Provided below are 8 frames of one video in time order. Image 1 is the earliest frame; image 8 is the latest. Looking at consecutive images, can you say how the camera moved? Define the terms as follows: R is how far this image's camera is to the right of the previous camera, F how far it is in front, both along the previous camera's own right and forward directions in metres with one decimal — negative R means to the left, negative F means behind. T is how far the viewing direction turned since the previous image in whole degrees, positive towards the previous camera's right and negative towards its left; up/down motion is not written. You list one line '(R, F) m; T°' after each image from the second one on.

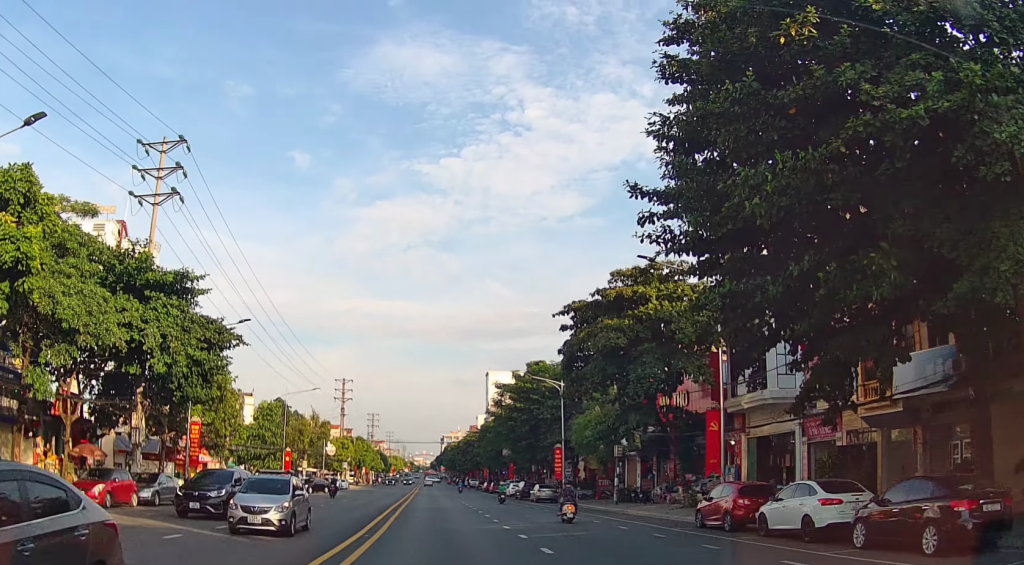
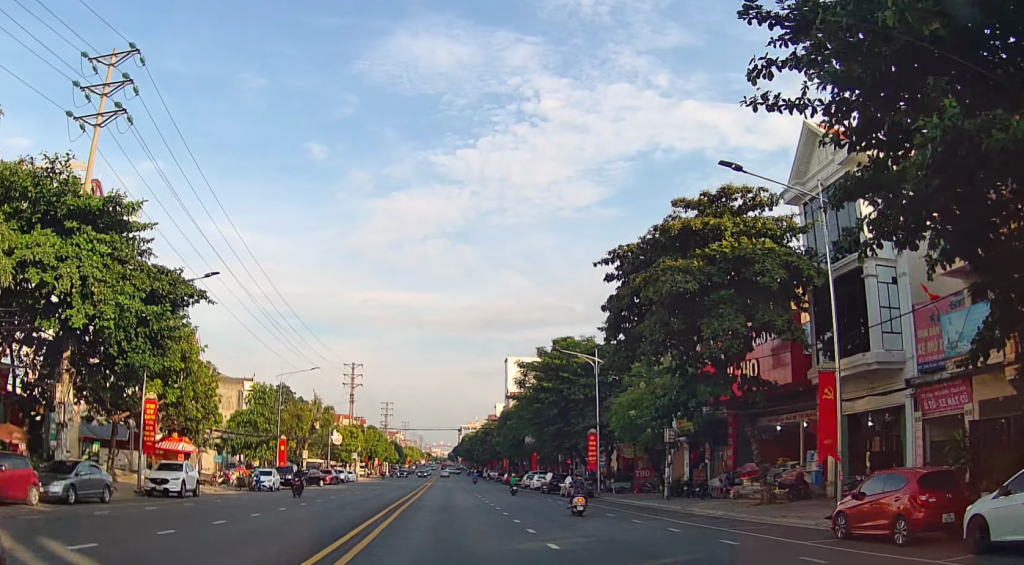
(-0.4, +8.5) m; -3°
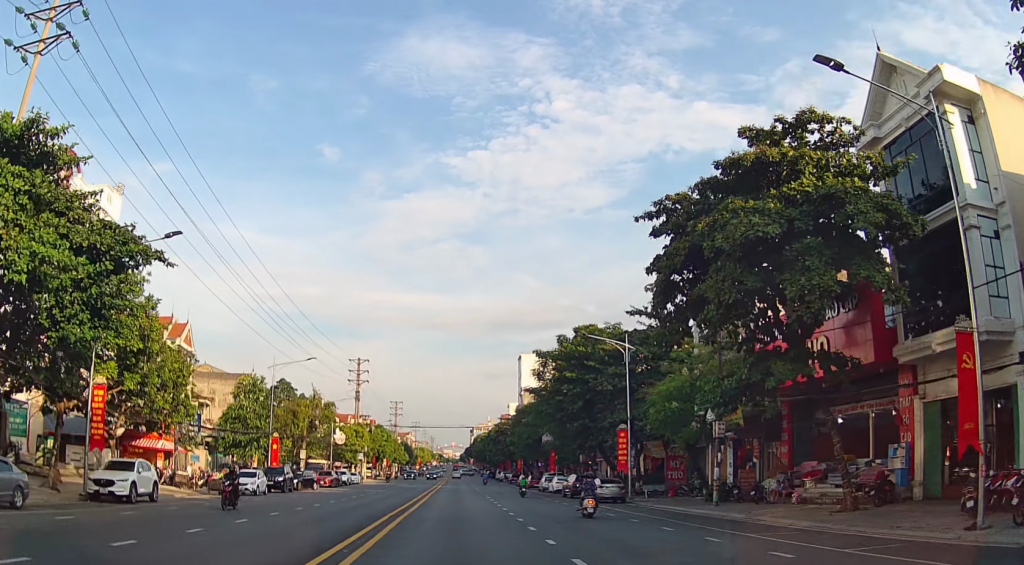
(0.0, +6.9) m; 0°
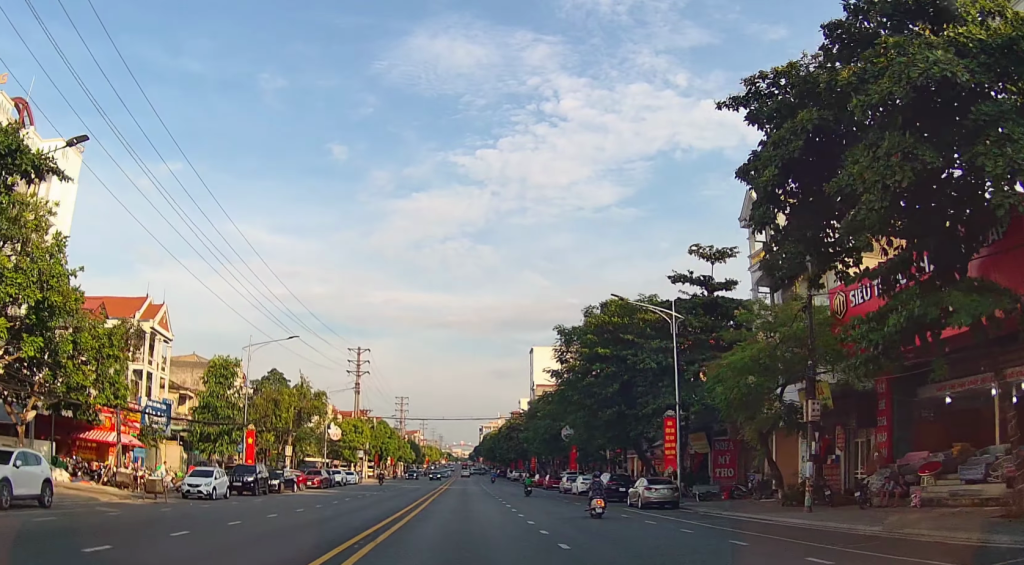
(+0.1, +9.7) m; 0°
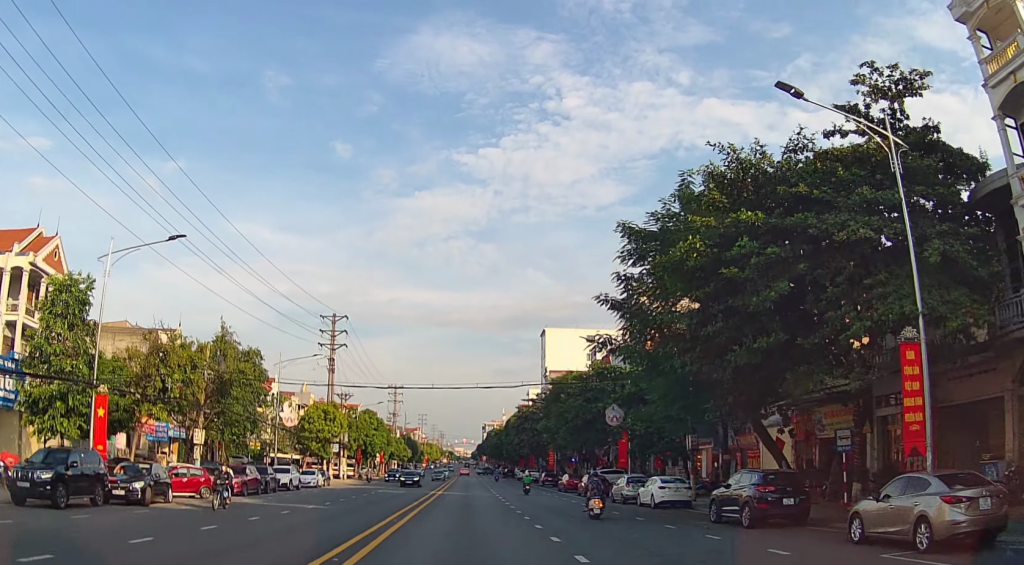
(-0.1, +23.0) m; 0°
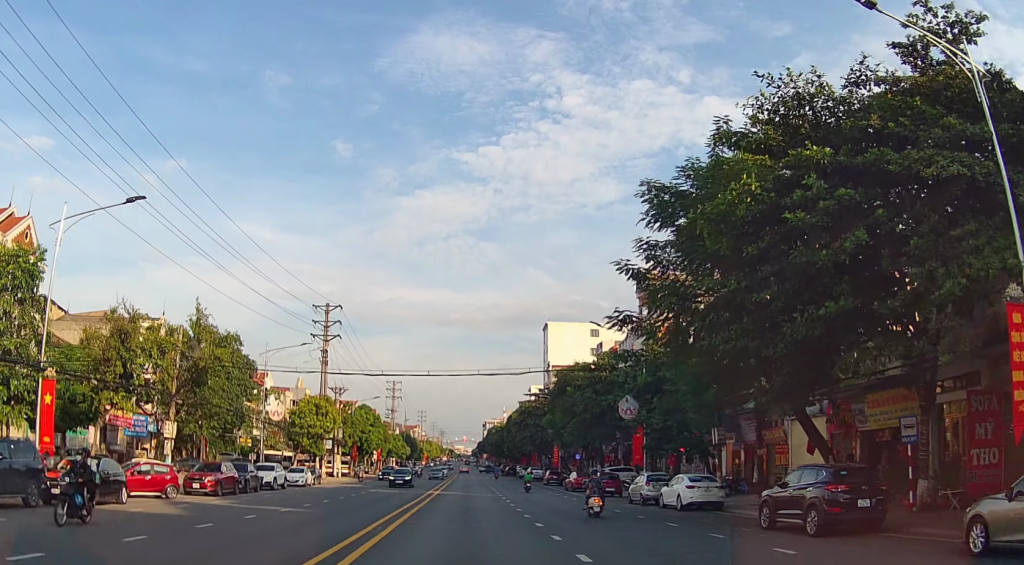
(0.0, +4.3) m; 0°
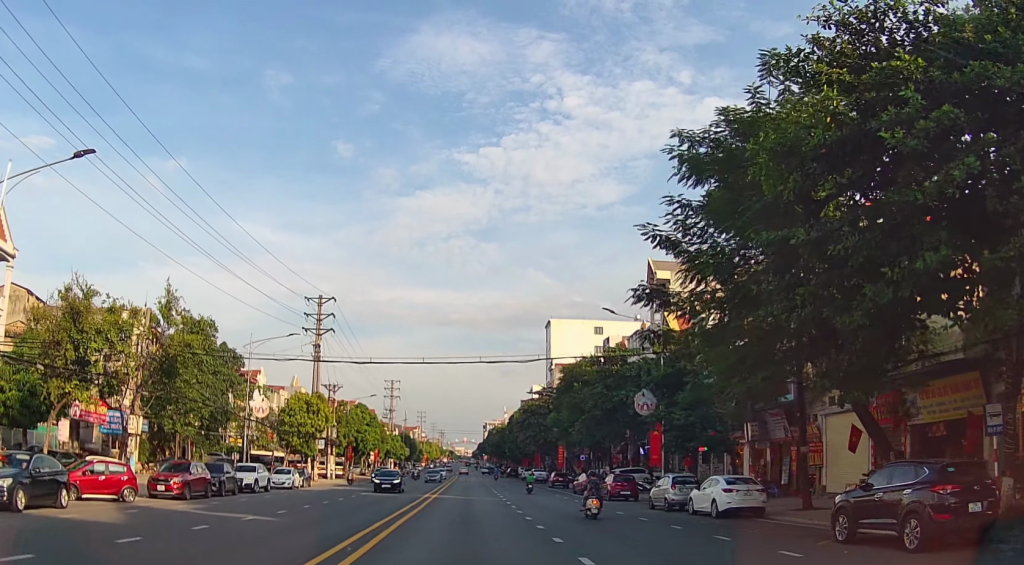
(0.0, +4.3) m; 0°
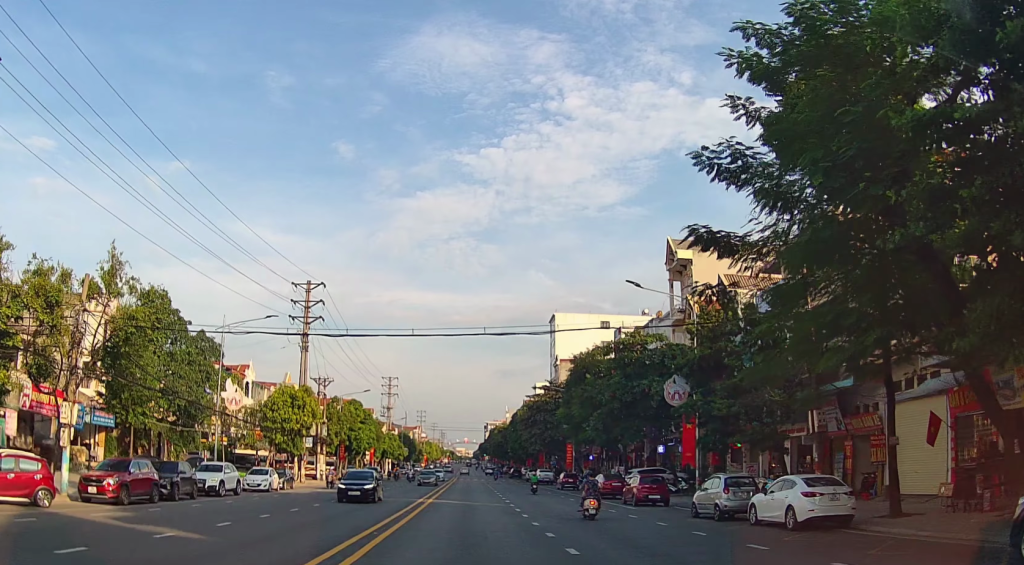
(0.0, +6.4) m; +1°
